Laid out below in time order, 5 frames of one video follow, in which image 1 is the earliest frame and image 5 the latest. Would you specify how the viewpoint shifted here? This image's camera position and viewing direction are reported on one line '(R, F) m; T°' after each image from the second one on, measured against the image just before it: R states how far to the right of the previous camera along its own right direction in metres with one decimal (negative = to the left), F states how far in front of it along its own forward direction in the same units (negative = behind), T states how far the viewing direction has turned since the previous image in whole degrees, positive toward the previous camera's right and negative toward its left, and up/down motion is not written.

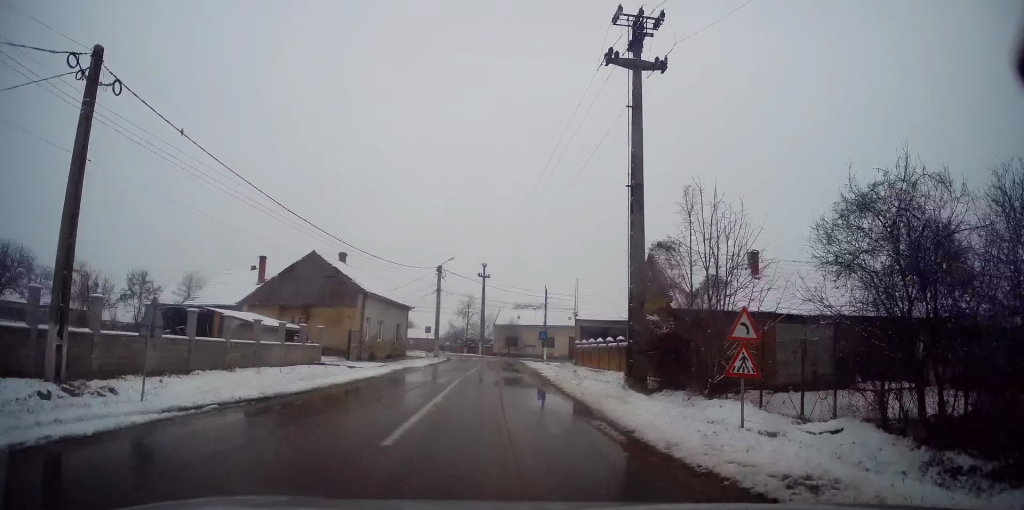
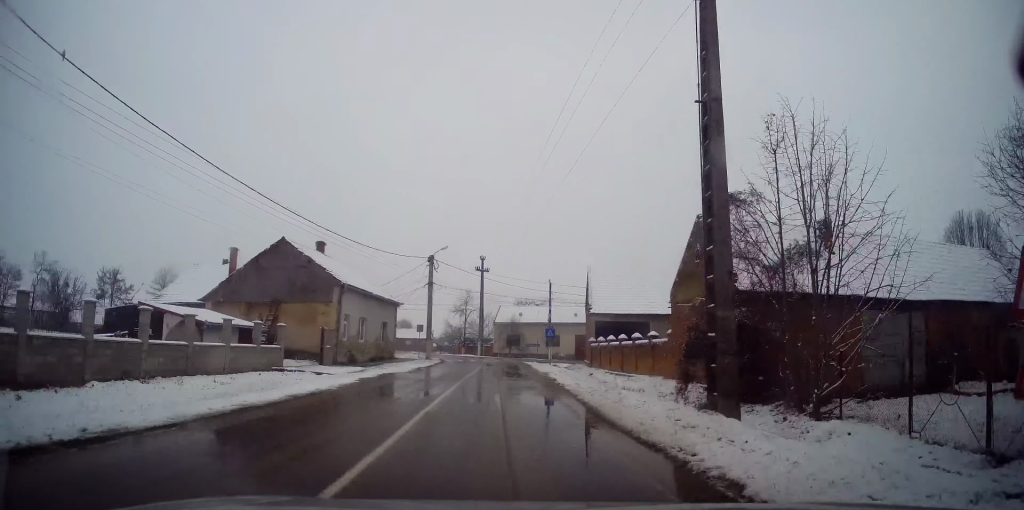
(0.0, +5.7) m; 0°
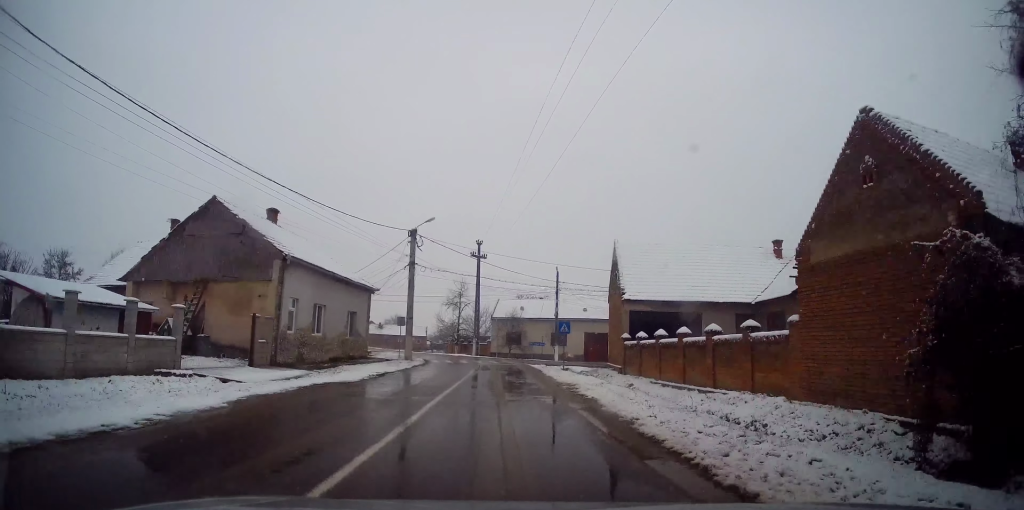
(-0.2, +8.7) m; 0°
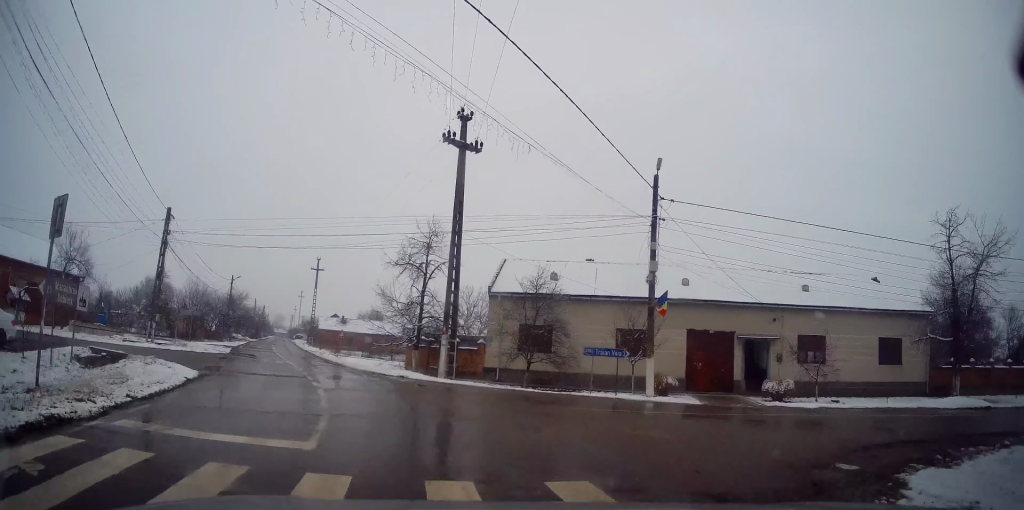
(0.0, +31.4) m; +3°
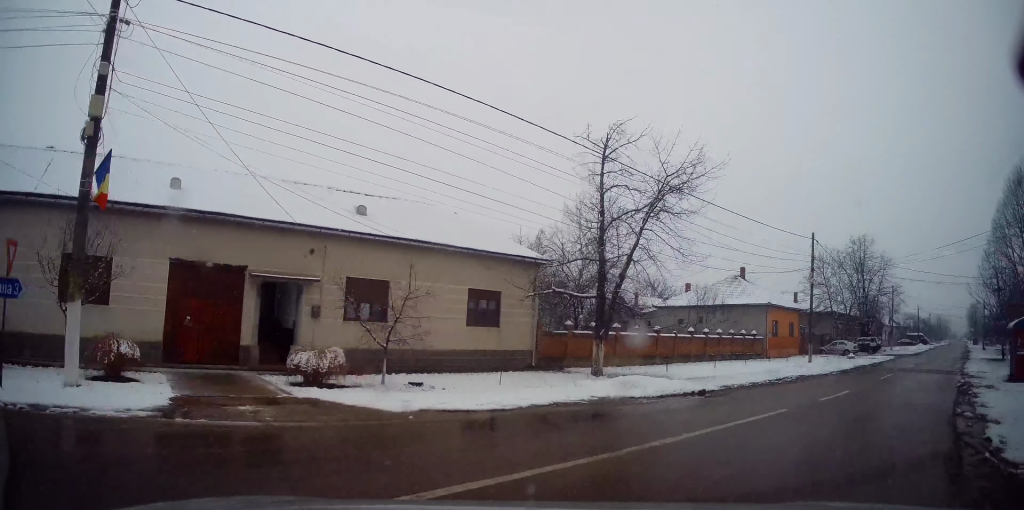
(+5.5, +10.7) m; +62°
